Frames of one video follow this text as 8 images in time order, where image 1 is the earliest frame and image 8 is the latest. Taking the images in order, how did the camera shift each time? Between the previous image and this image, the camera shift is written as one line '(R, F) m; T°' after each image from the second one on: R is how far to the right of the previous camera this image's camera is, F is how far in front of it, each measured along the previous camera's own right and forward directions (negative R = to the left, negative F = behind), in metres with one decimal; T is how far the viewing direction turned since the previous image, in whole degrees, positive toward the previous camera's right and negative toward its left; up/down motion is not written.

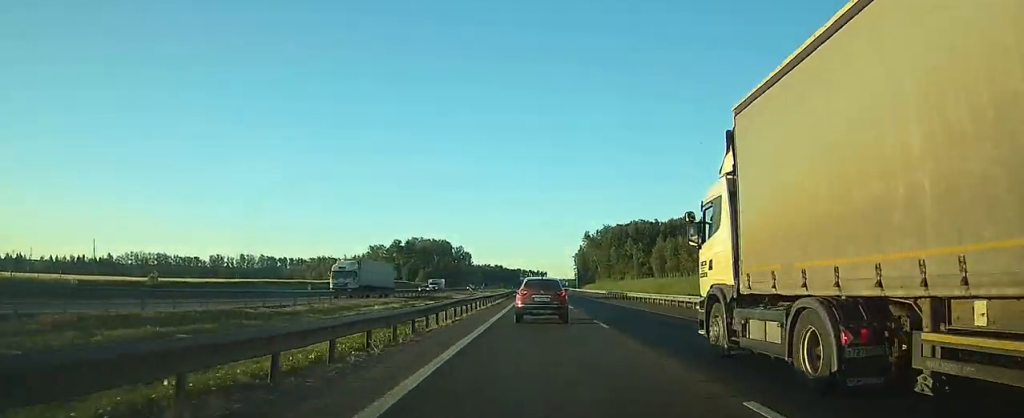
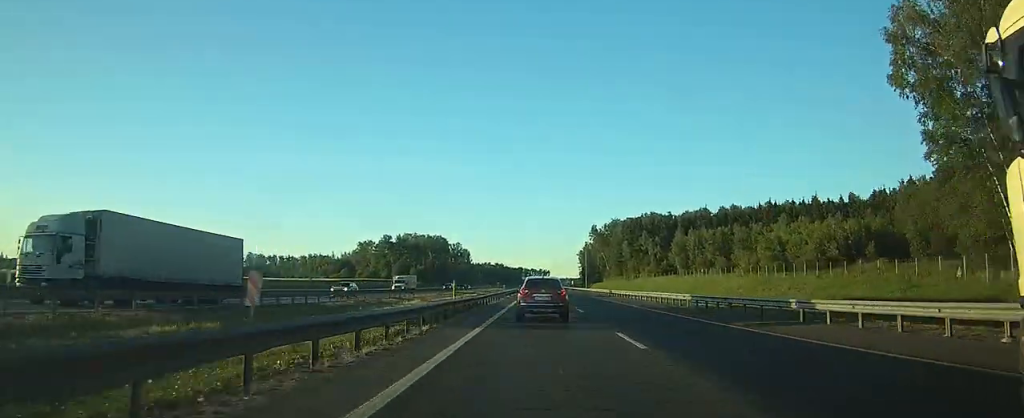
(0.0, +22.3) m; 0°
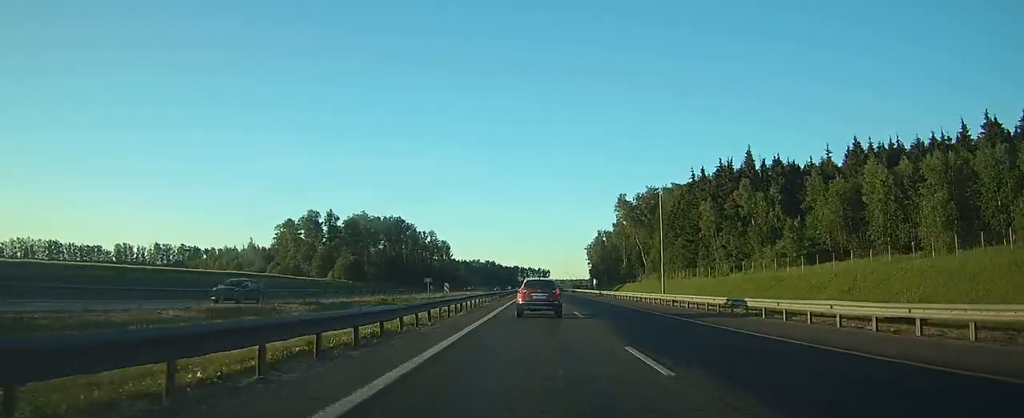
(+0.2, +82.8) m; 0°
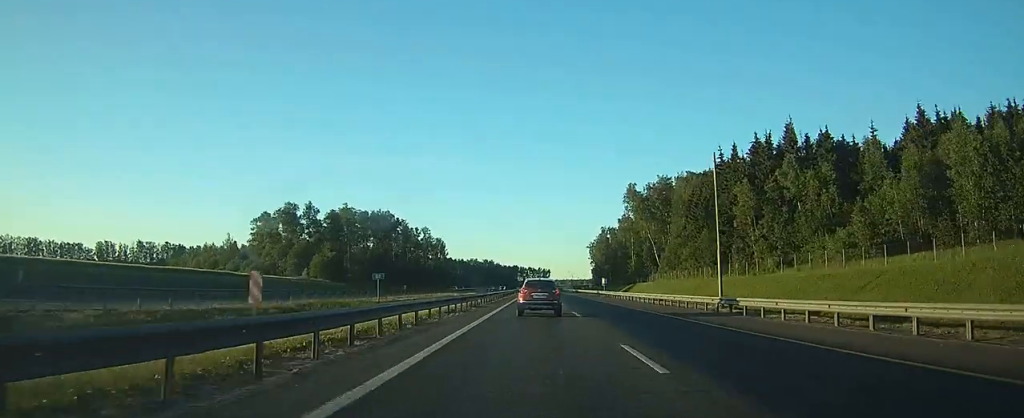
(0.0, +15.9) m; 0°
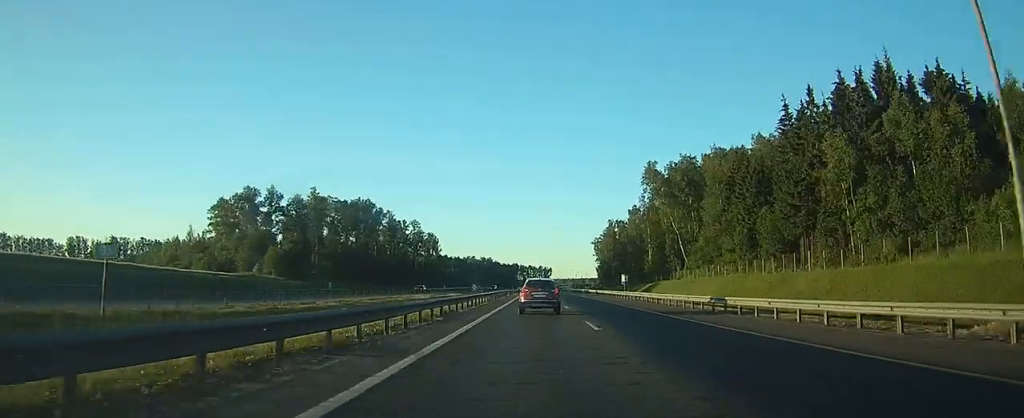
(0.0, +23.3) m; 0°
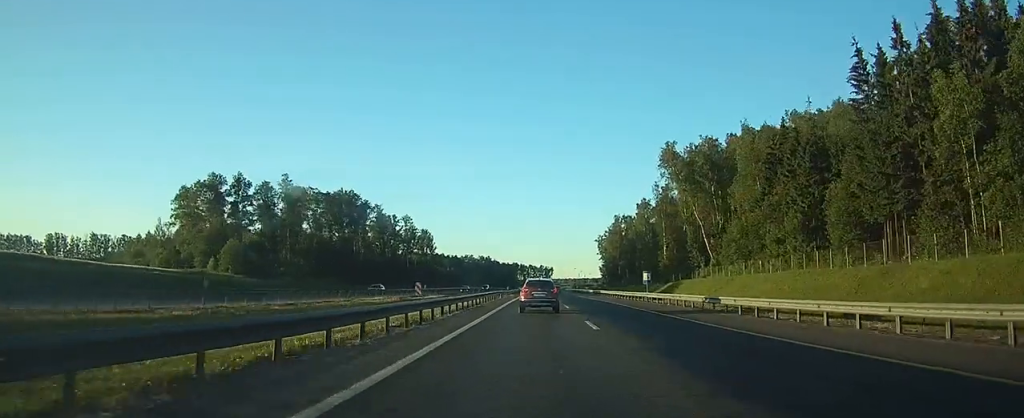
(0.0, +15.9) m; 0°
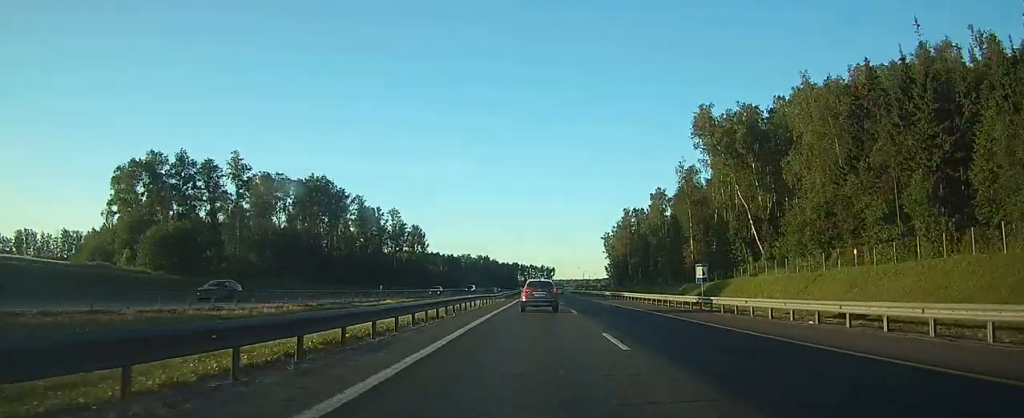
(0.0, +21.2) m; 0°
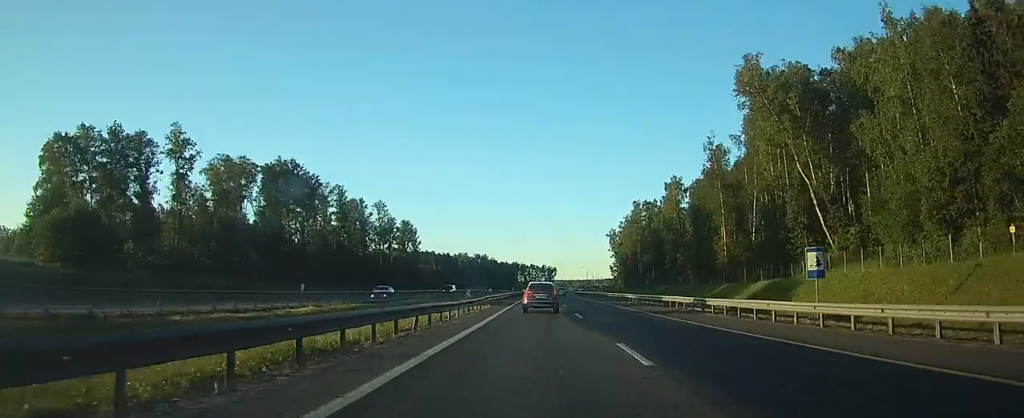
(0.0, +18.0) m; 0°
